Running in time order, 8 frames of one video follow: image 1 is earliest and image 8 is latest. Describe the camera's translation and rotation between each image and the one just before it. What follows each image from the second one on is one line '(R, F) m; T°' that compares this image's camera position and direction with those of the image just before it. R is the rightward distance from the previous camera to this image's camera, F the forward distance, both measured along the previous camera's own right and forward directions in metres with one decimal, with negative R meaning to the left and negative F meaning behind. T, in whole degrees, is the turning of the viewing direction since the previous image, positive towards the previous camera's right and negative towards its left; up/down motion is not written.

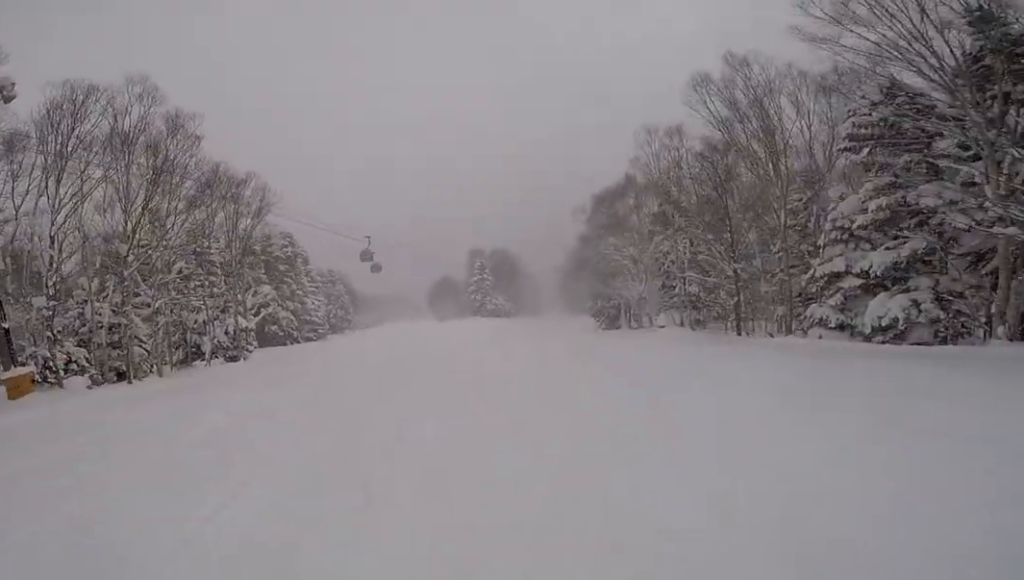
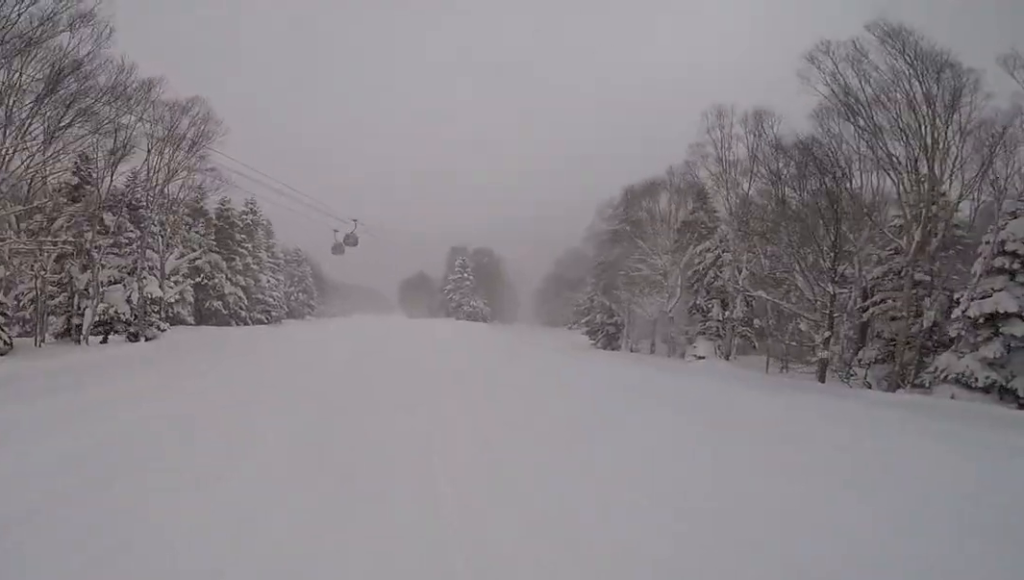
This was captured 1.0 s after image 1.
(0.0, +7.4) m; +3°
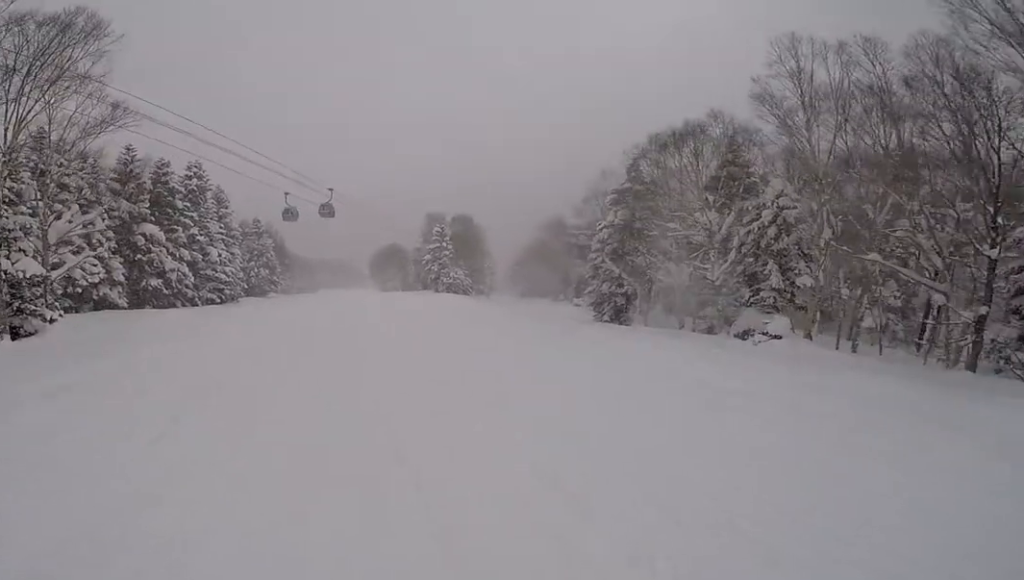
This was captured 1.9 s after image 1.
(+0.4, +6.2) m; 0°
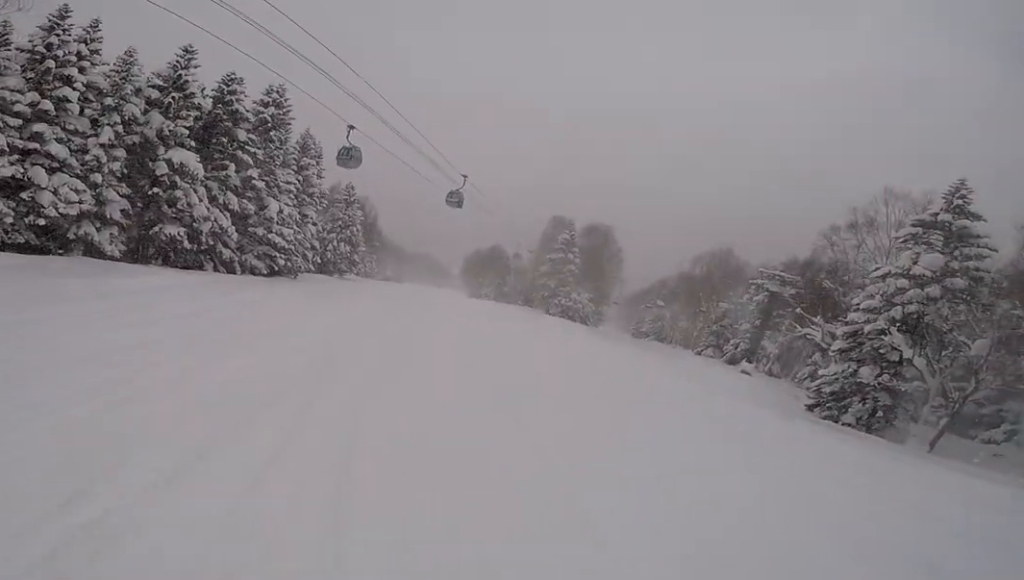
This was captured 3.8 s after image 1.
(-0.8, +14.1) m; -1°
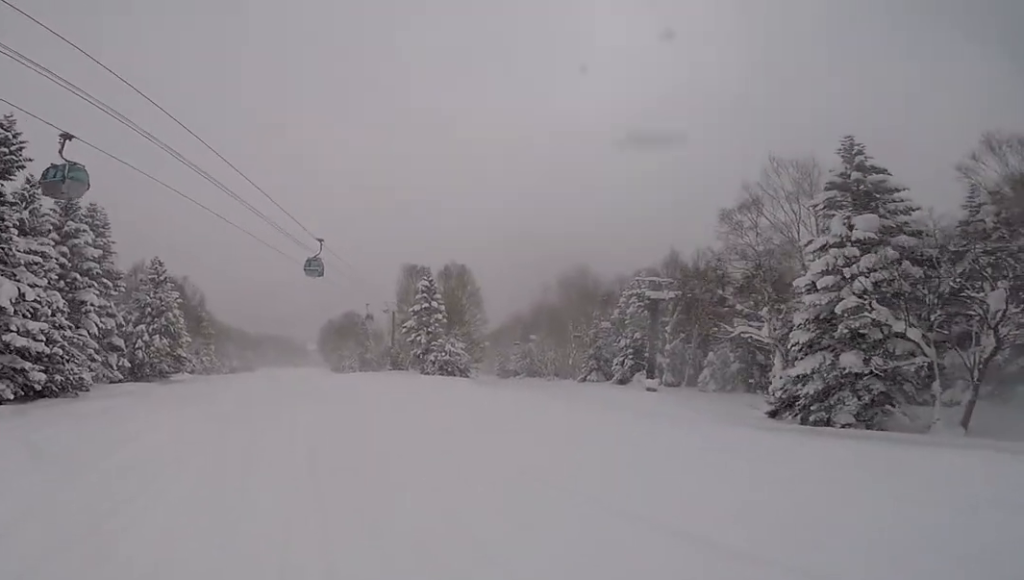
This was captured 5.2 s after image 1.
(+0.6, +9.4) m; +4°
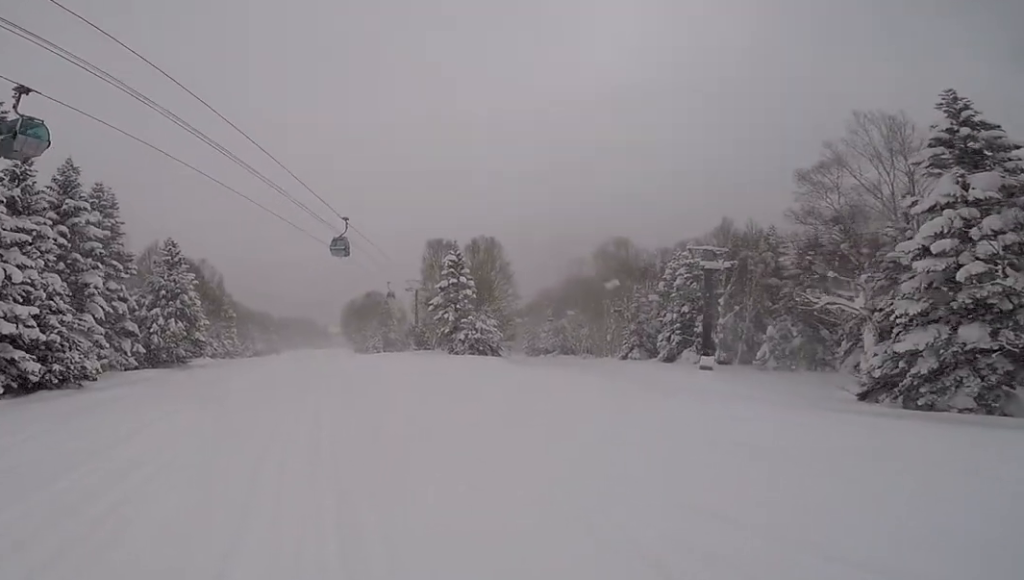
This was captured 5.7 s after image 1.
(0.0, +3.0) m; -2°
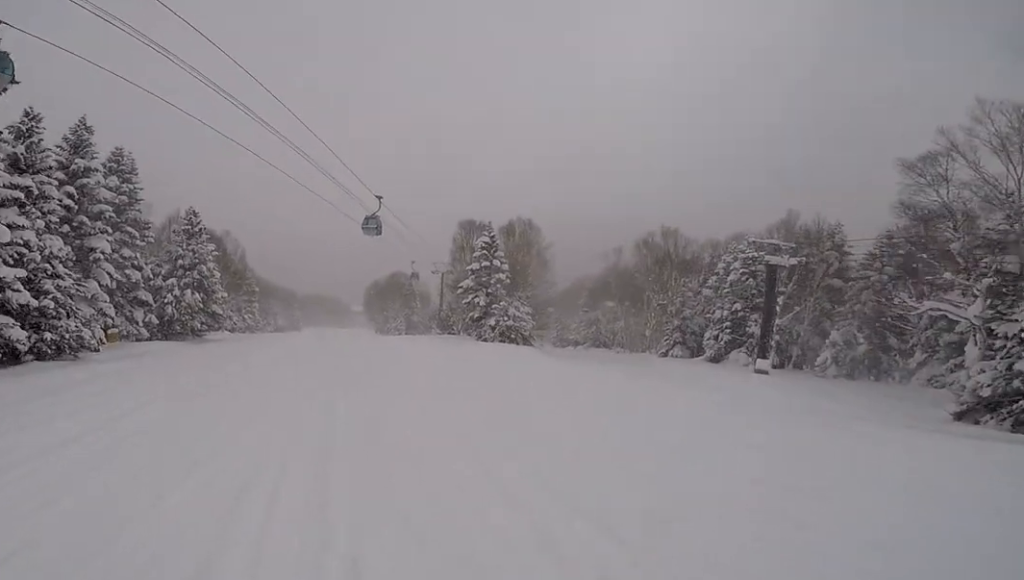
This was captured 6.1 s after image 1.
(+0.1, +2.7) m; -2°
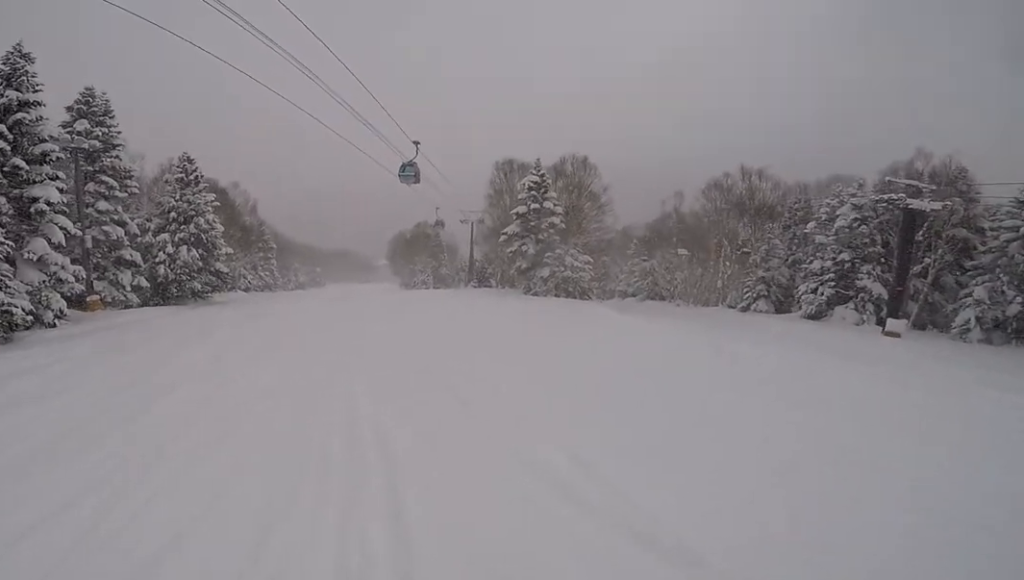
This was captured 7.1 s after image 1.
(-0.4, +6.7) m; 0°
